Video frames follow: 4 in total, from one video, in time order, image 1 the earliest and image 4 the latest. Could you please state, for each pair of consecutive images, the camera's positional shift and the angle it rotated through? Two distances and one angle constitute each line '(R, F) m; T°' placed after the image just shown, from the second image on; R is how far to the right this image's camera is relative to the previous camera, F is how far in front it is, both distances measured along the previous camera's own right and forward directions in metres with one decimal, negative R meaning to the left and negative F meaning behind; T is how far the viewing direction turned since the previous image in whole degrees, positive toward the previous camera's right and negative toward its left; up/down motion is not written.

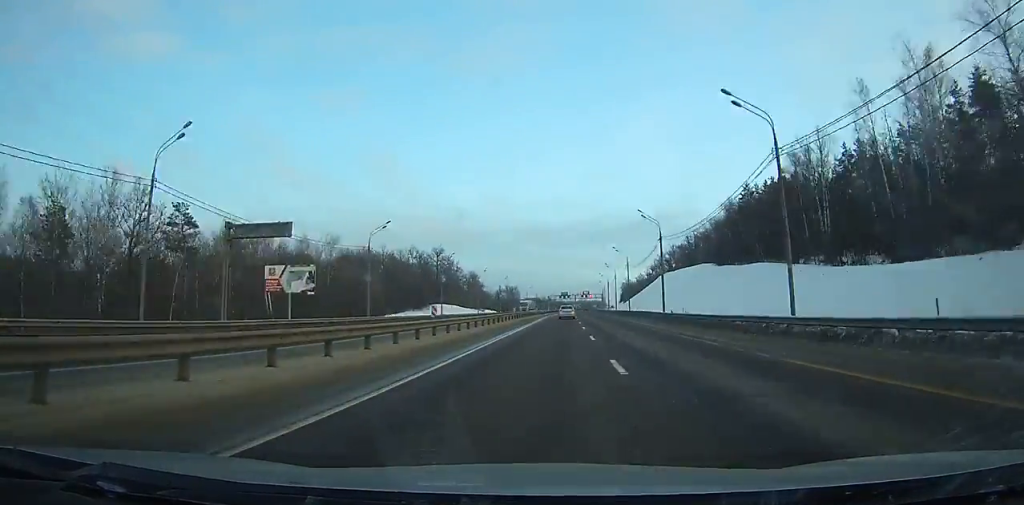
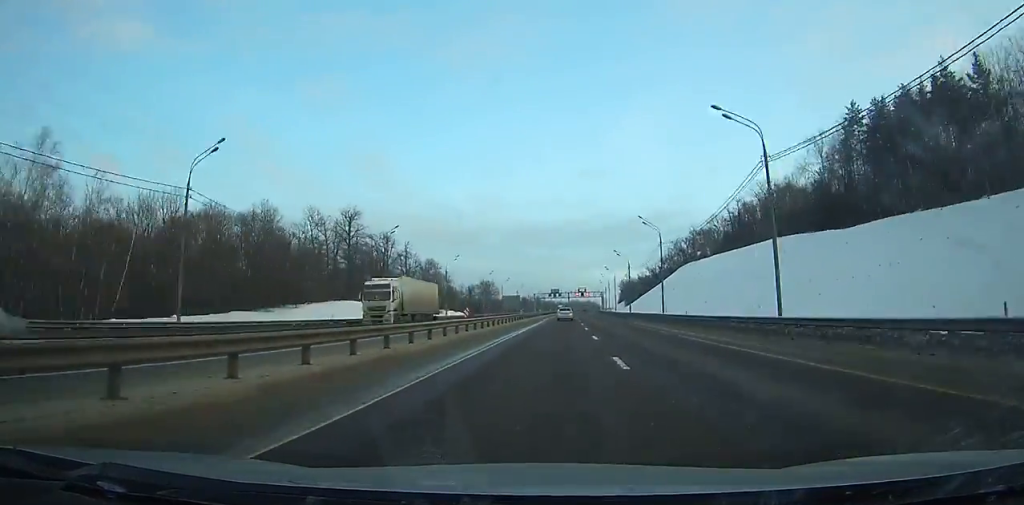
(+0.6, +69.3) m; +1°
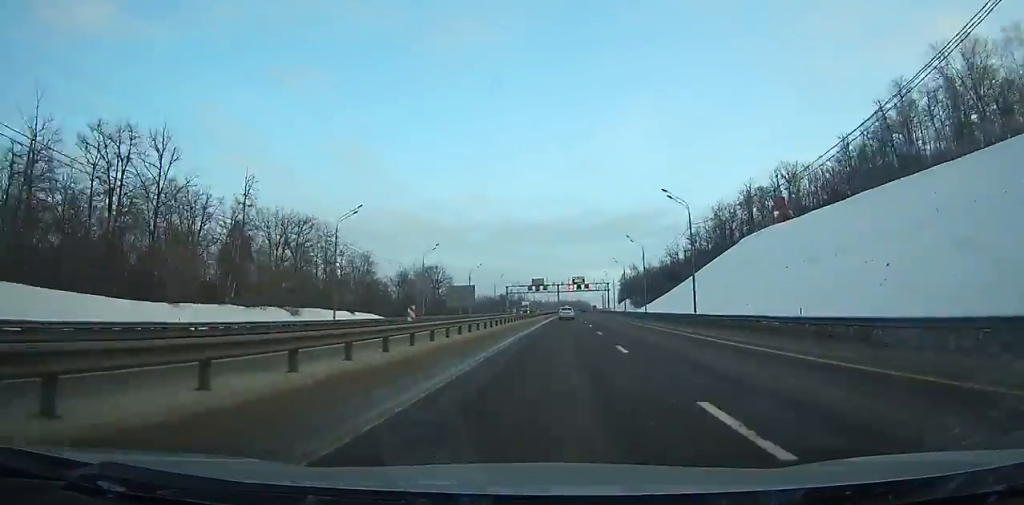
(+0.9, +89.4) m; +1°
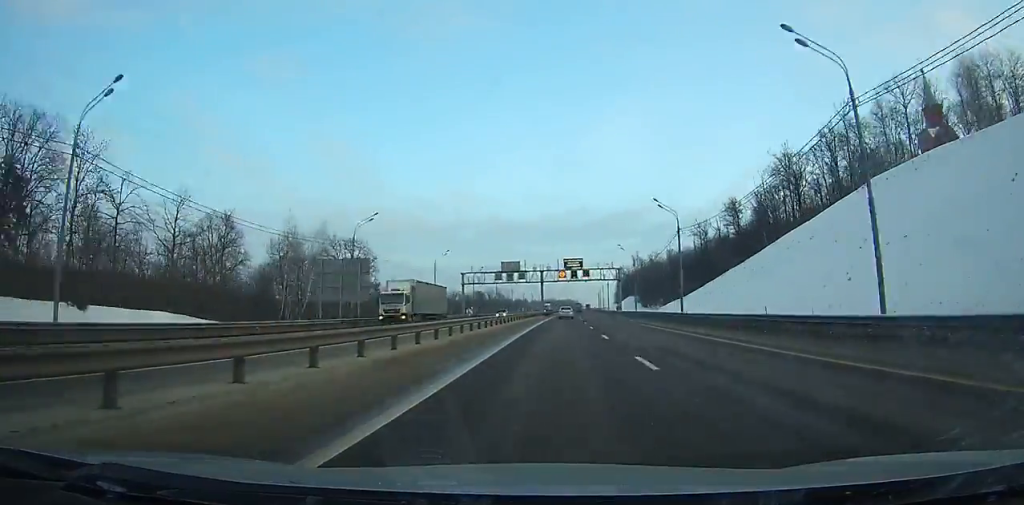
(+0.6, +63.3) m; +1°
